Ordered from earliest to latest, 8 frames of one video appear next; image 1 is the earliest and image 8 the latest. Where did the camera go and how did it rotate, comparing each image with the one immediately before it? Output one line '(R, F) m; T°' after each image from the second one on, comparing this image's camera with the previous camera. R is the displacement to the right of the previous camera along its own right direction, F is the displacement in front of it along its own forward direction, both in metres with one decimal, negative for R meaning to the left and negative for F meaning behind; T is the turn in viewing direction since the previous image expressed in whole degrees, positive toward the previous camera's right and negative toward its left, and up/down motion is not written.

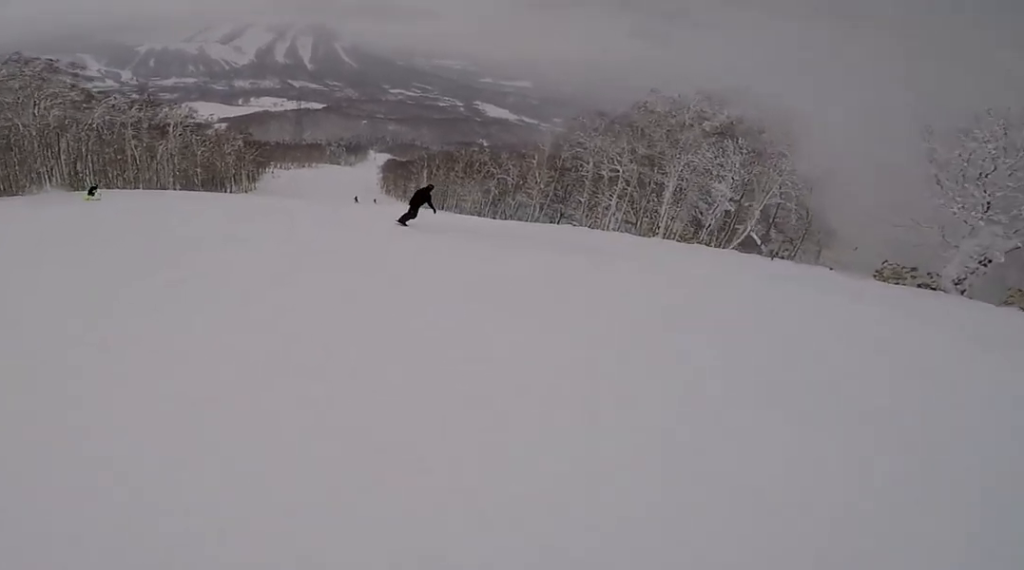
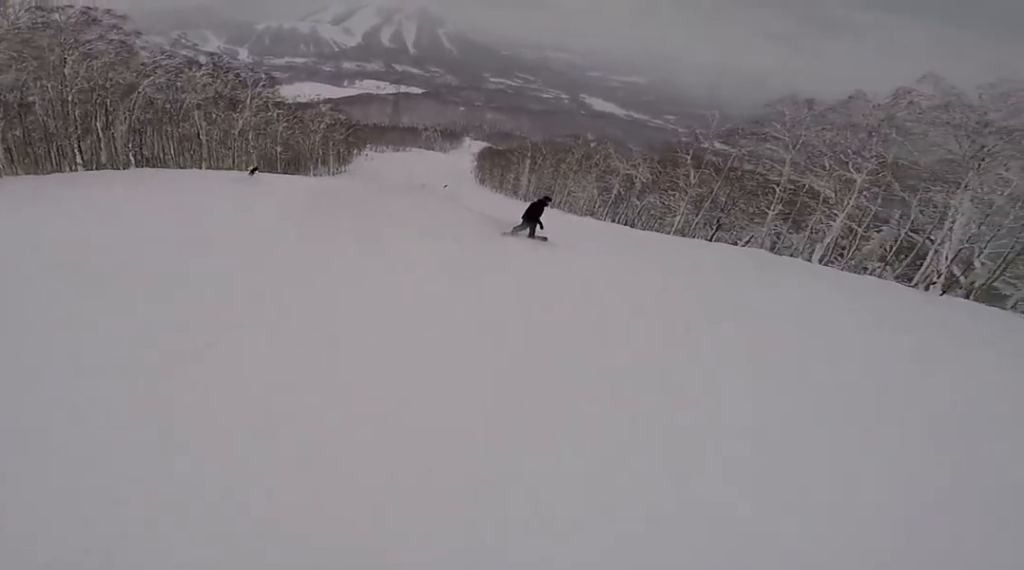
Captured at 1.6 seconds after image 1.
(-0.8, +12.7) m; +4°
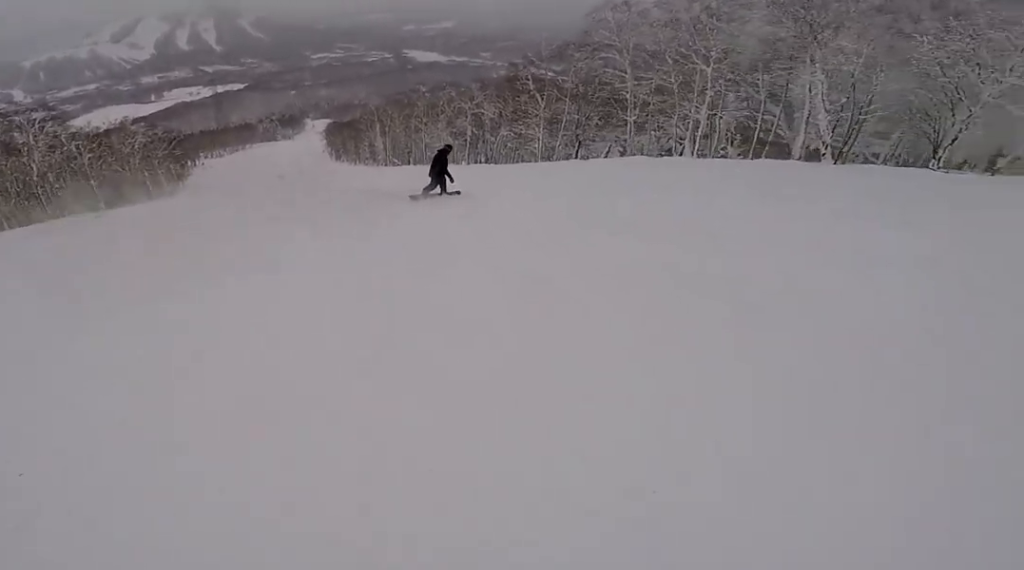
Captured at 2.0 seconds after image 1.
(+0.4, +3.2) m; +4°
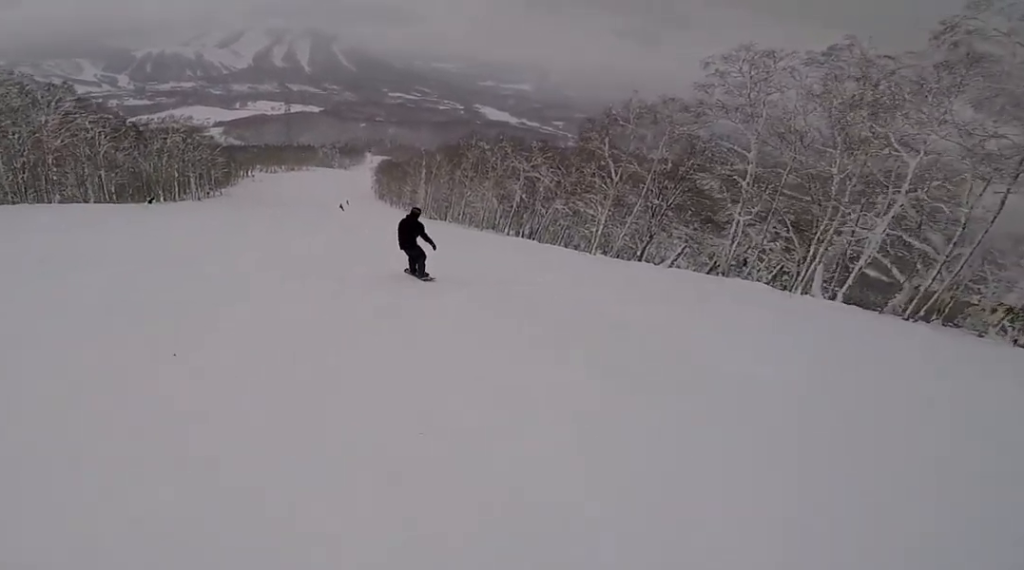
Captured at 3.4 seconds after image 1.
(+1.2, +10.6) m; -2°
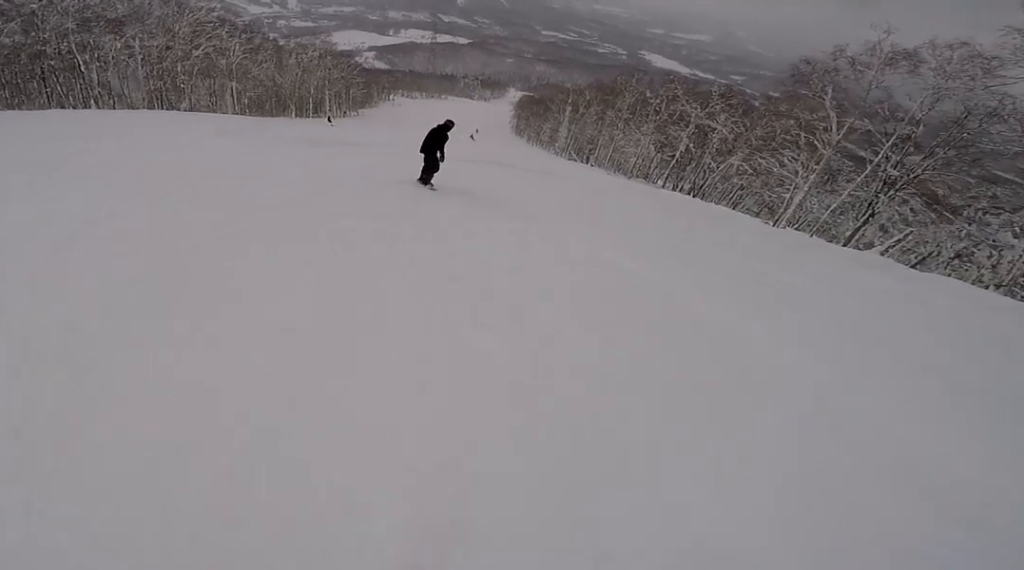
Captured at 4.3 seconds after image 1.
(-1.0, +6.2) m; -14°
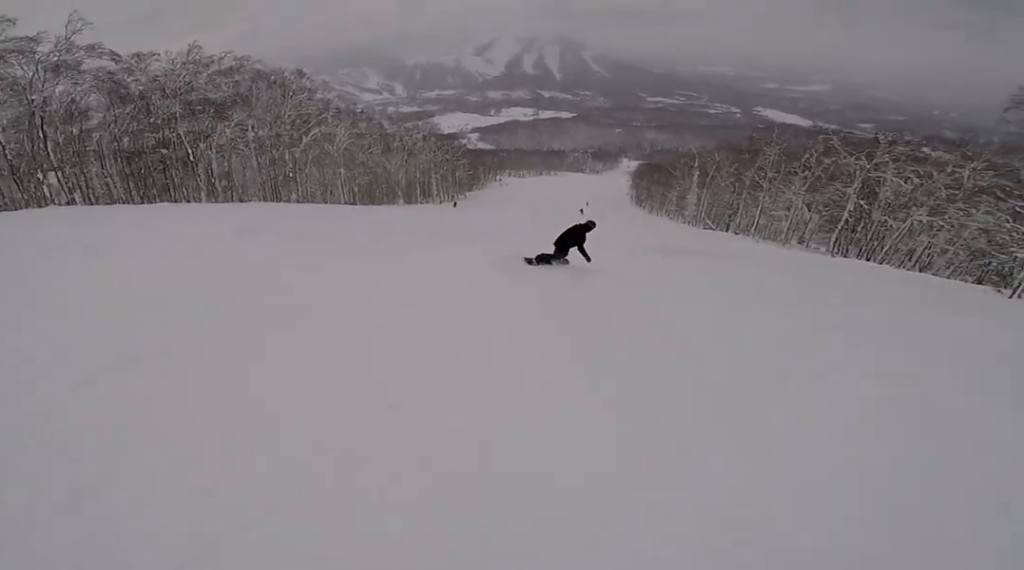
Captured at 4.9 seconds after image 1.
(-0.5, +5.0) m; -4°
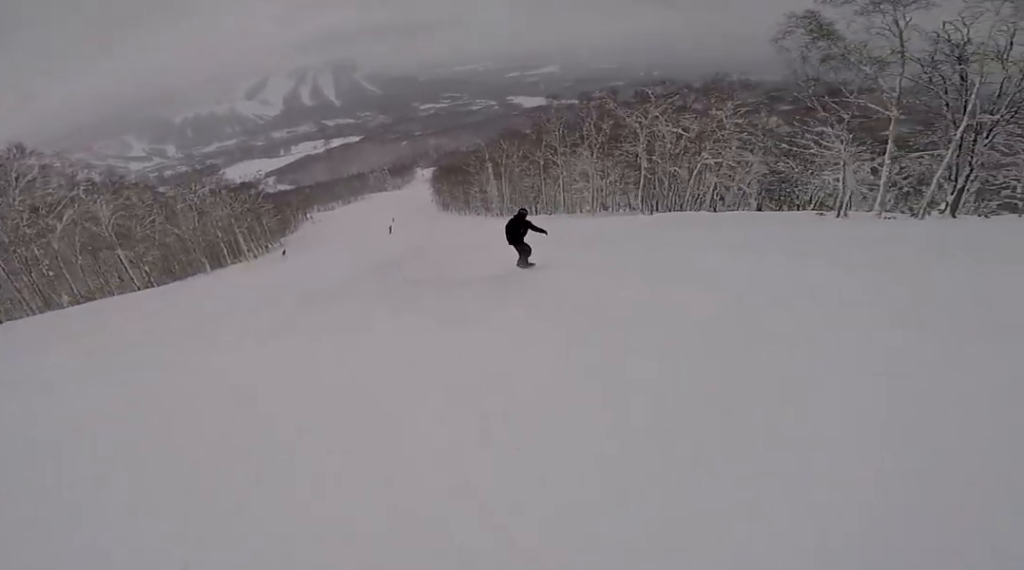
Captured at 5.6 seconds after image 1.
(-0.5, +5.1) m; +1°
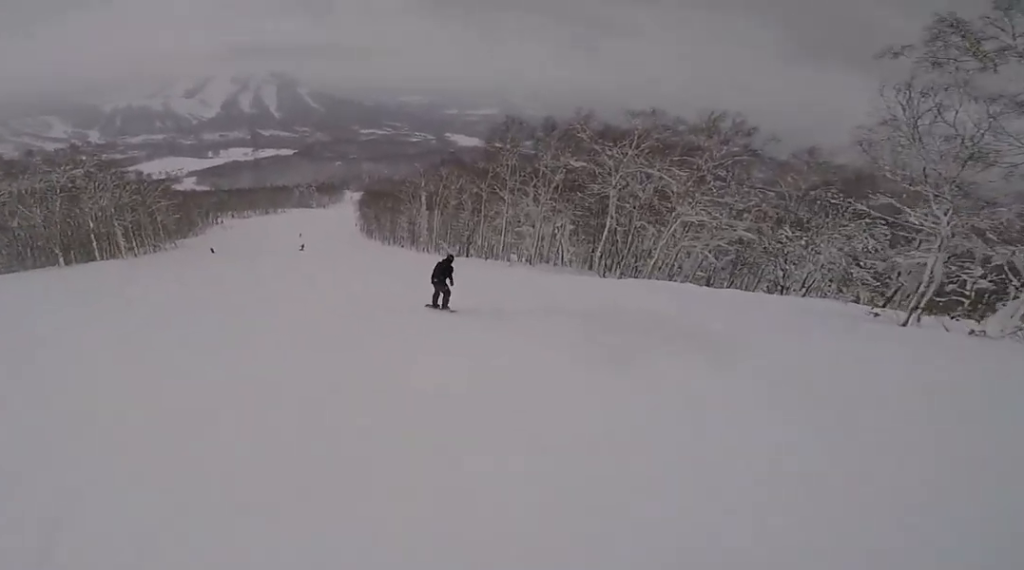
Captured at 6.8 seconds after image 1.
(+1.1, +10.4) m; +4°
